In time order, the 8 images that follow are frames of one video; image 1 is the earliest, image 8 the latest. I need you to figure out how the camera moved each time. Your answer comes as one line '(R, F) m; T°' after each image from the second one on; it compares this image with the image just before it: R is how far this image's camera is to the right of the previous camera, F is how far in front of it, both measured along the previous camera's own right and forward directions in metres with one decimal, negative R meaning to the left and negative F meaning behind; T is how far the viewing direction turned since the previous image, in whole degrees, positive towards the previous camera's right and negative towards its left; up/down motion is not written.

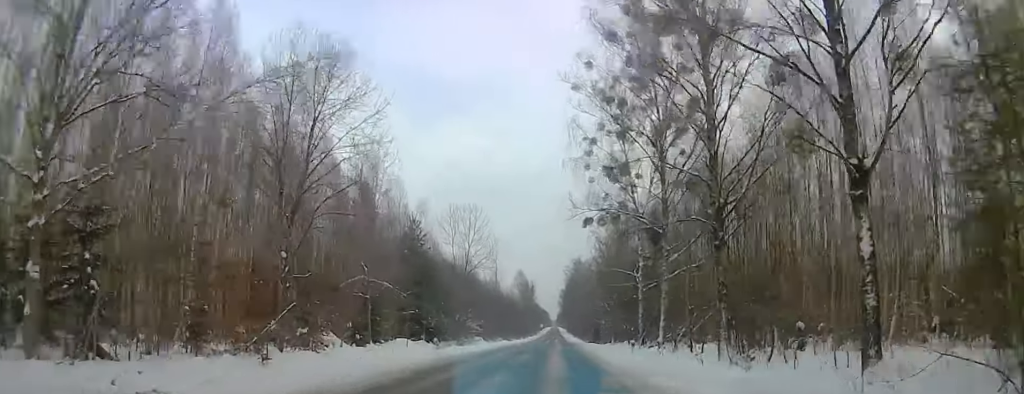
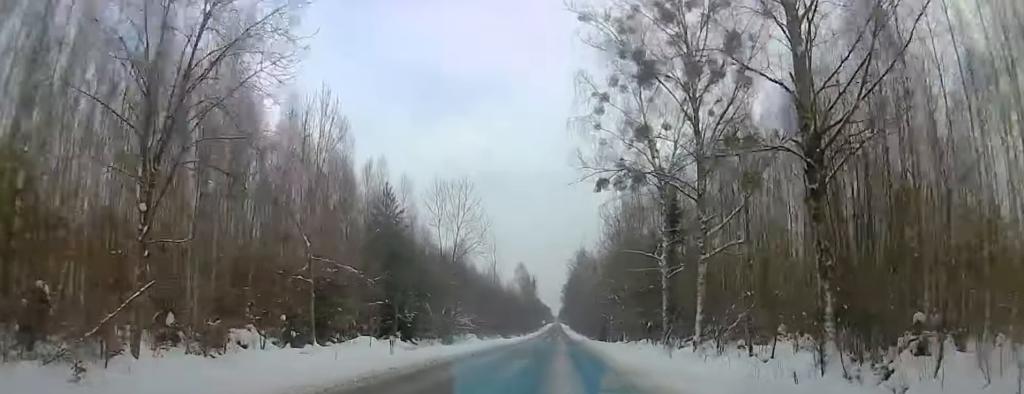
(0.0, +9.1) m; +1°
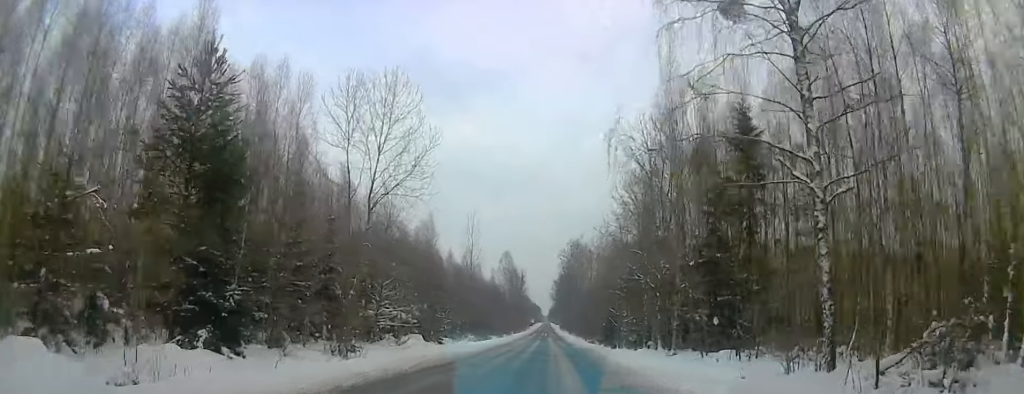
(+0.8, +23.9) m; +3°
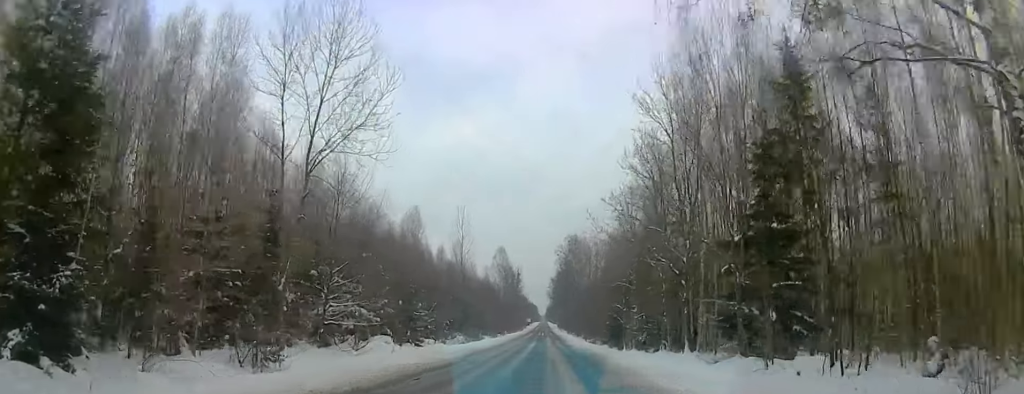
(0.0, +8.1) m; -1°
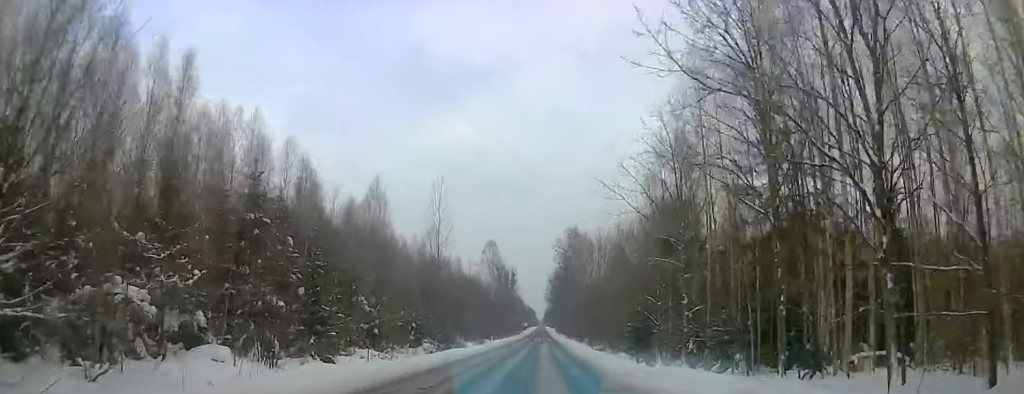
(-0.3, +18.8) m; -2°
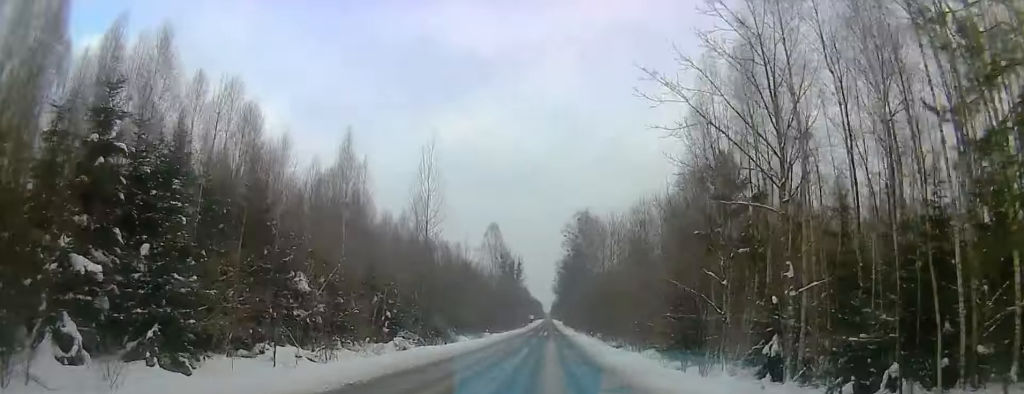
(-0.3, +12.7) m; -2°
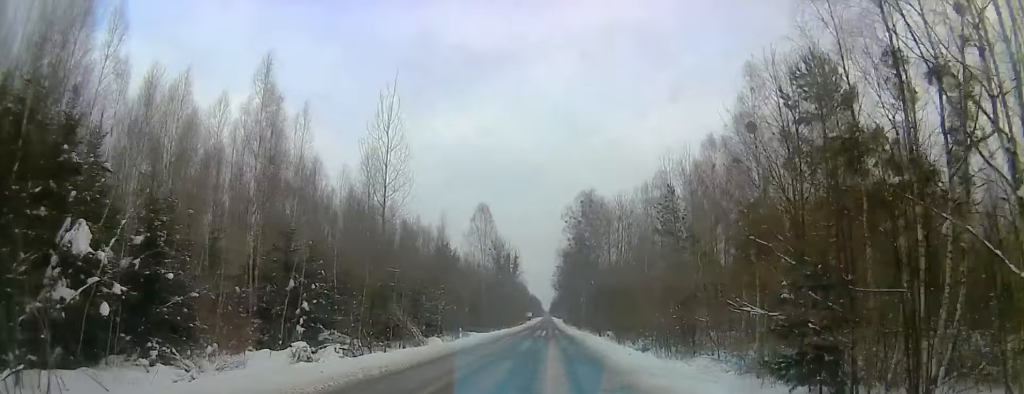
(0.0, +18.1) m; 0°
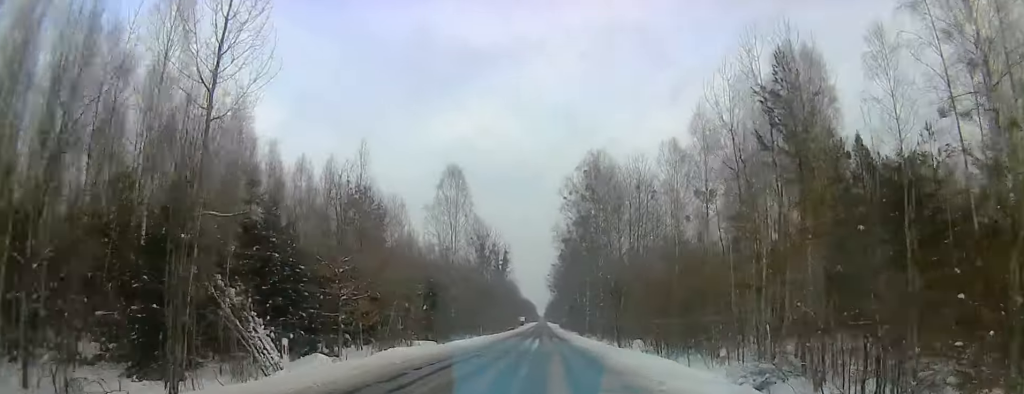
(+0.1, +28.1) m; 0°
